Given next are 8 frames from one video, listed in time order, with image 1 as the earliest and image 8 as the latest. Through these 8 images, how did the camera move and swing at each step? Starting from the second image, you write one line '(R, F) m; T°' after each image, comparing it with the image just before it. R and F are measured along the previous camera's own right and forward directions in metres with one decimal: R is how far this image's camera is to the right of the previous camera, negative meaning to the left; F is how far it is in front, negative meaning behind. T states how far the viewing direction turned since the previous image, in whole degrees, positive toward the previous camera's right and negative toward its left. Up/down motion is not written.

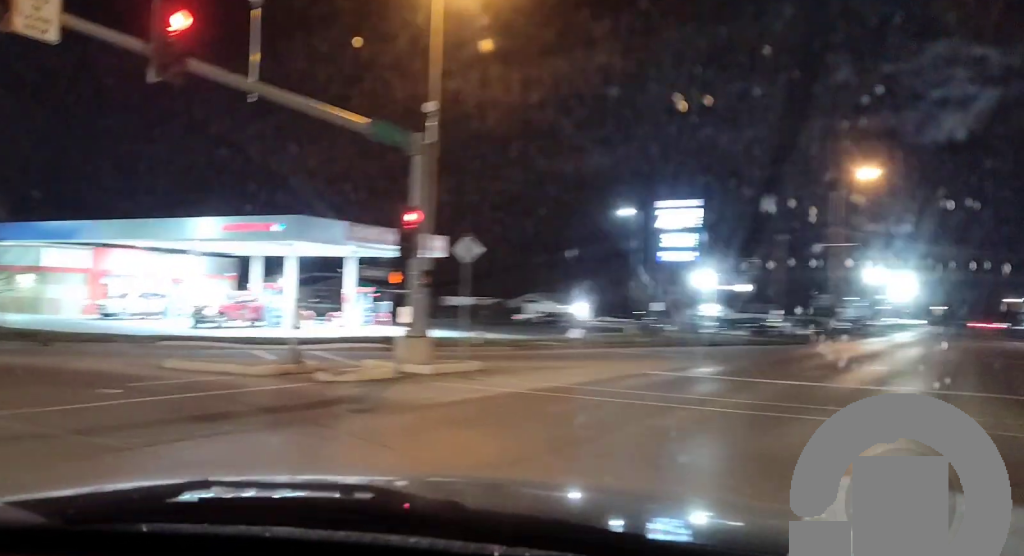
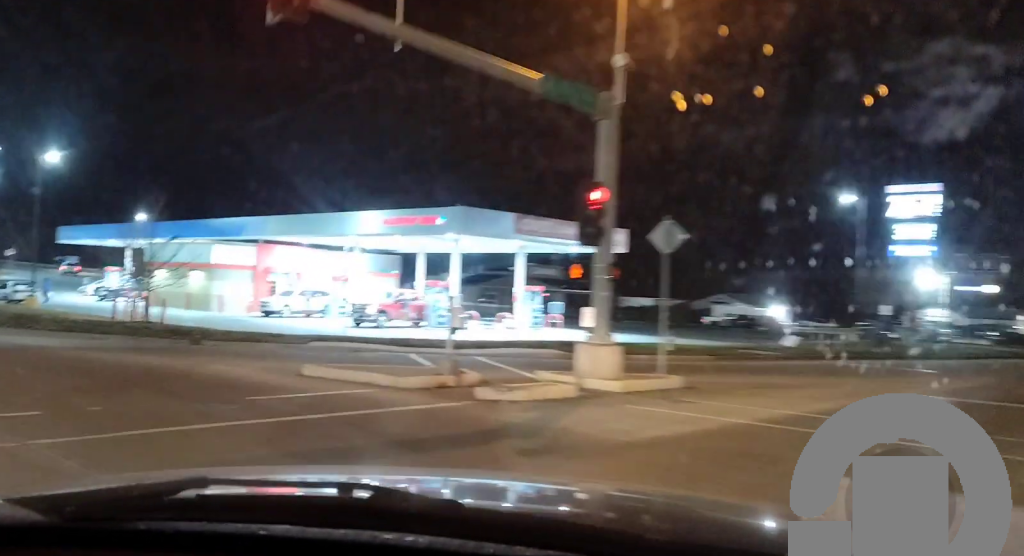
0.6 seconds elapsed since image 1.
(-0.5, +3.2) m; -10°
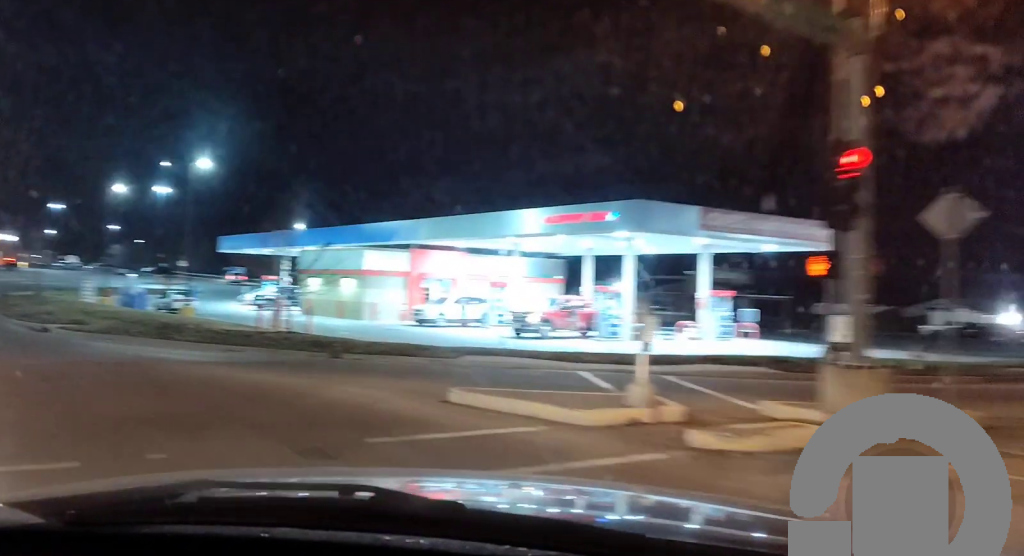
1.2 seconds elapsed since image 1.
(-0.3, +3.6) m; -10°
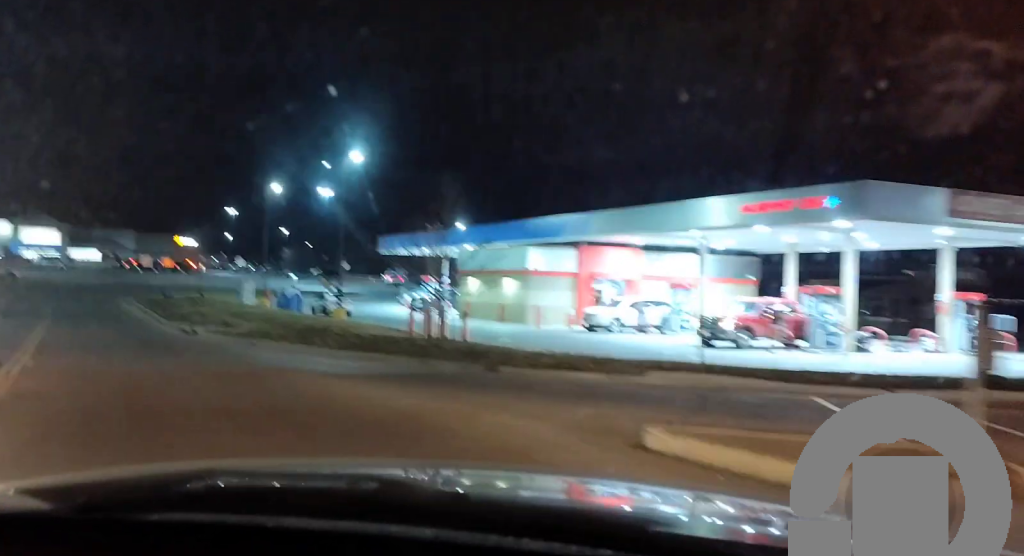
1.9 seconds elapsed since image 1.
(-0.2, +3.8) m; -10°
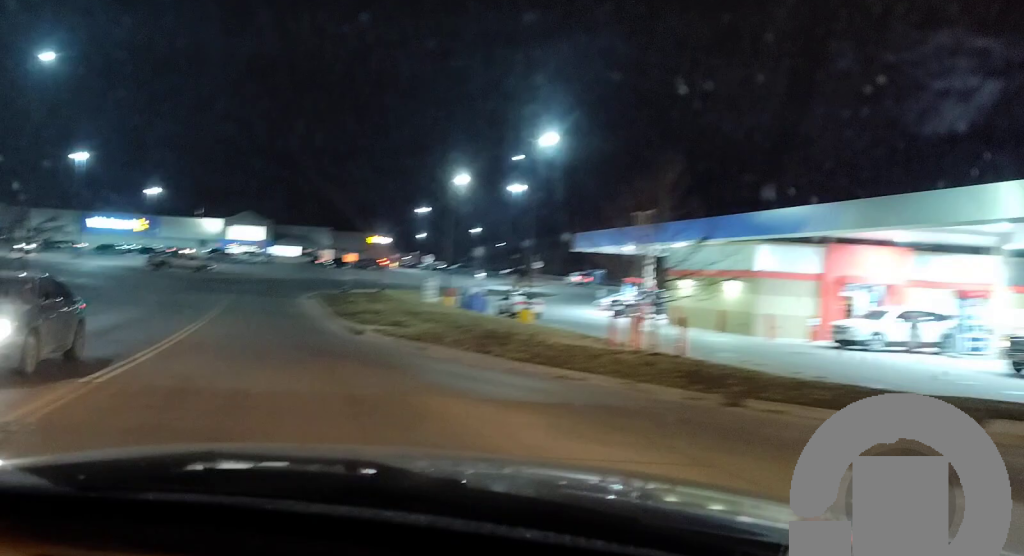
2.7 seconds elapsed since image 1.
(-0.6, +4.5) m; -13°
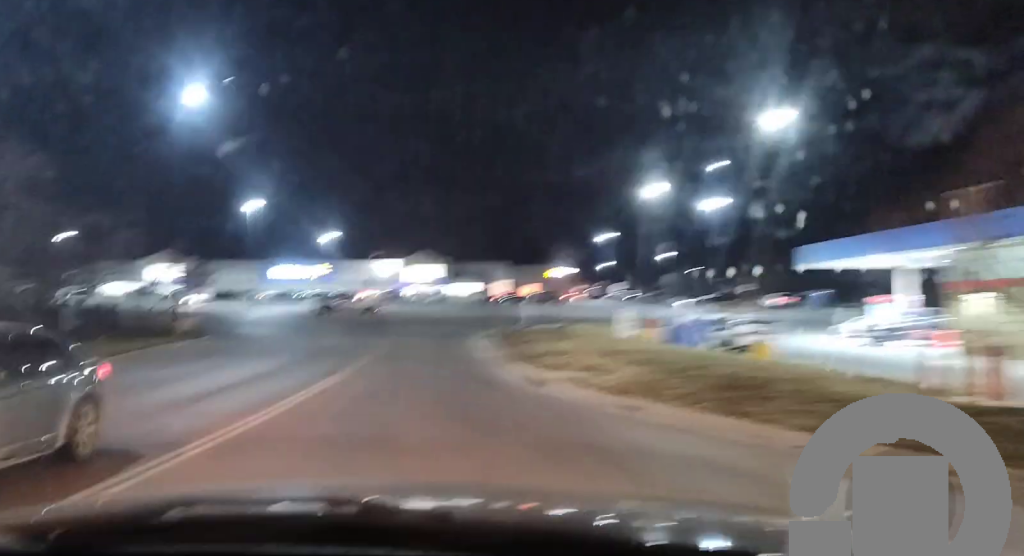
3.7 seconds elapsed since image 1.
(-1.1, +6.3) m; -13°
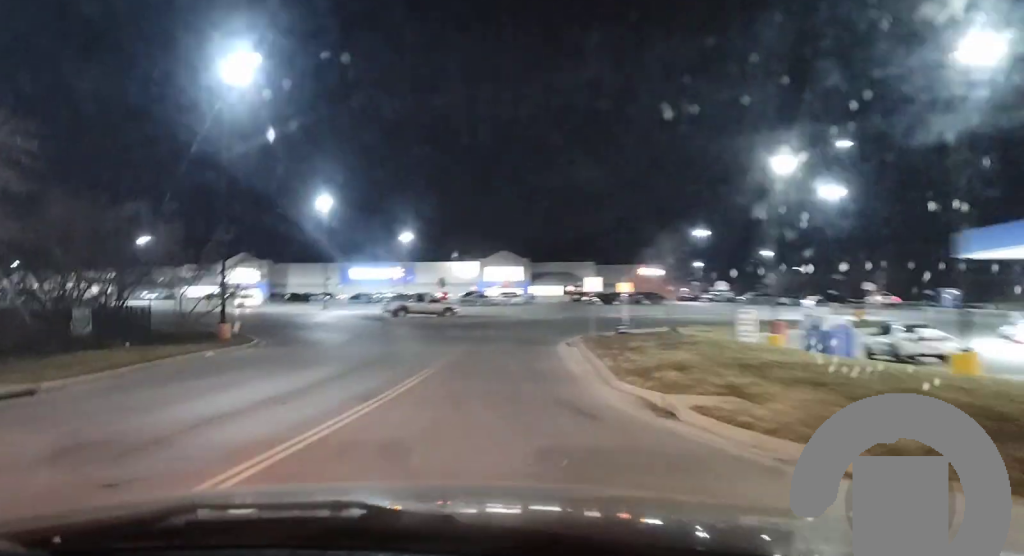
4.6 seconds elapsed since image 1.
(-0.3, +5.7) m; -4°
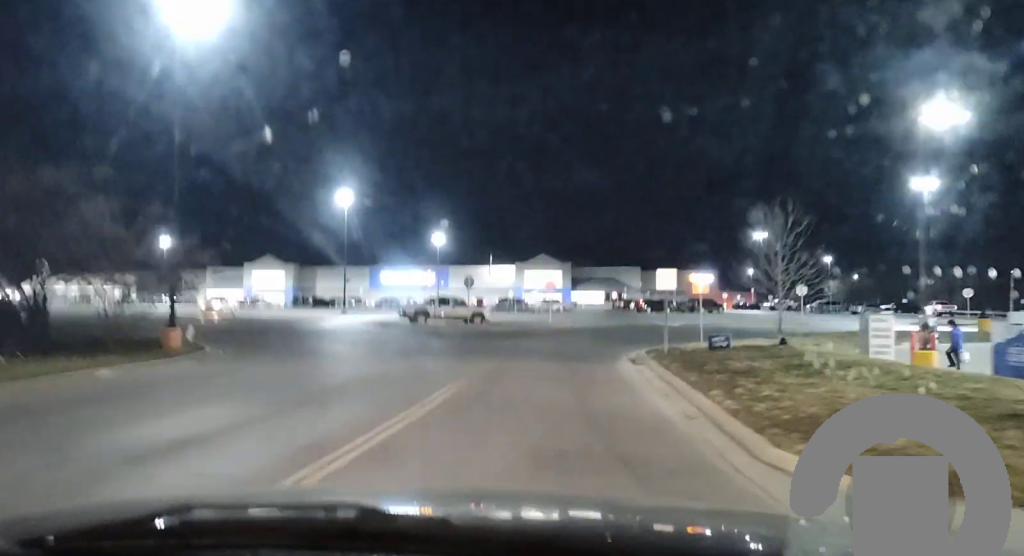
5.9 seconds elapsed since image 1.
(-0.2, +9.4) m; -3°
